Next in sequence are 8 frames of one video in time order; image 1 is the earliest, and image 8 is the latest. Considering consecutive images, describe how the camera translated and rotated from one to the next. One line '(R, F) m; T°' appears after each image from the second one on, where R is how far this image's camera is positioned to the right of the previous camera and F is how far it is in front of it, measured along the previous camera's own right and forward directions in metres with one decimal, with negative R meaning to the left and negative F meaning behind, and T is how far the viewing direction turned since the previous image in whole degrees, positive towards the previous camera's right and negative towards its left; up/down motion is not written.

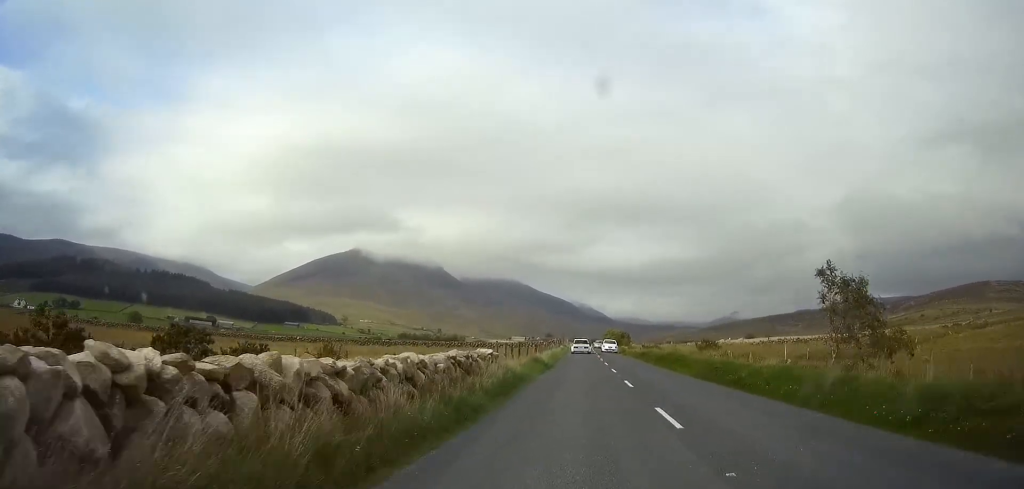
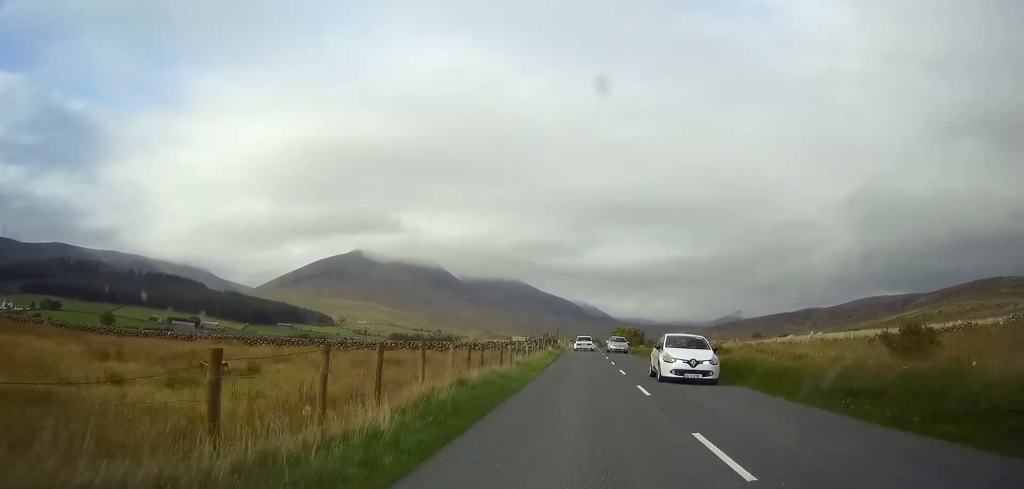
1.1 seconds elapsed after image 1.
(0.0, +30.3) m; 0°
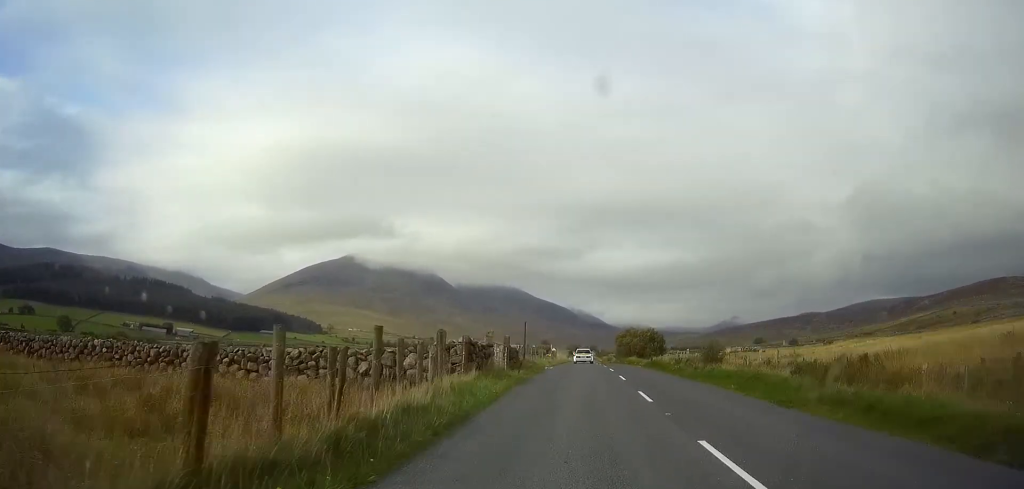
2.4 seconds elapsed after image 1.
(0.0, +34.9) m; 0°
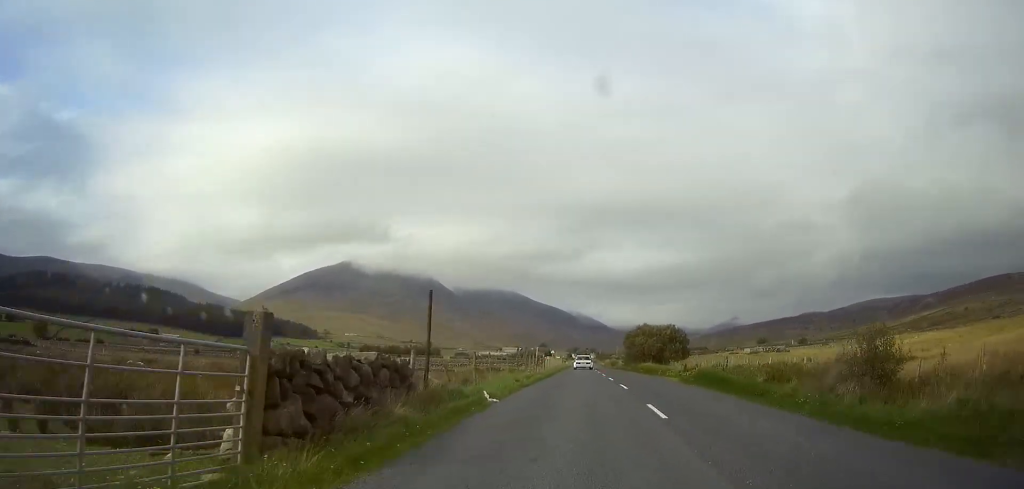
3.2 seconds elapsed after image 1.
(0.0, +20.3) m; 0°
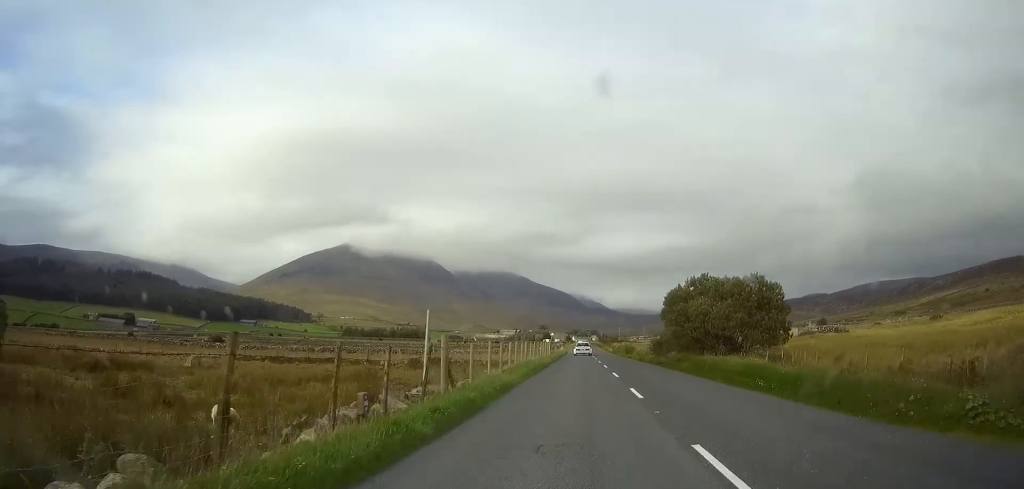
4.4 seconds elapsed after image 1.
(0.0, +33.9) m; 0°
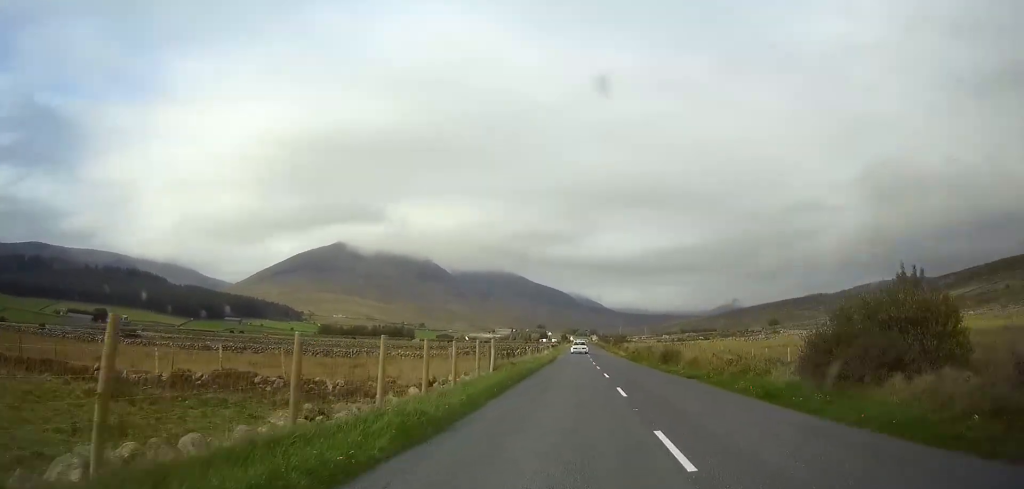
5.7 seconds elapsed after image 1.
(-0.1, +34.8) m; 0°
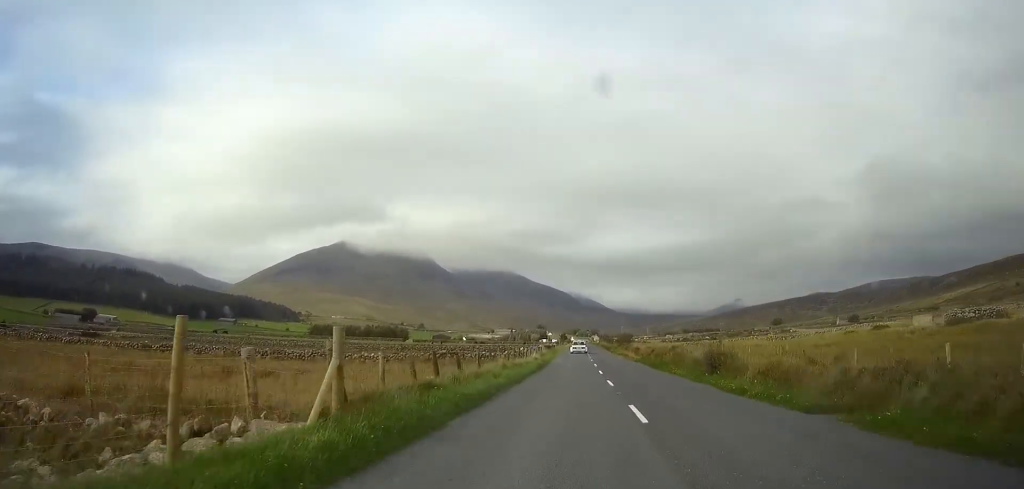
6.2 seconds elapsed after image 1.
(0.0, +14.1) m; 0°
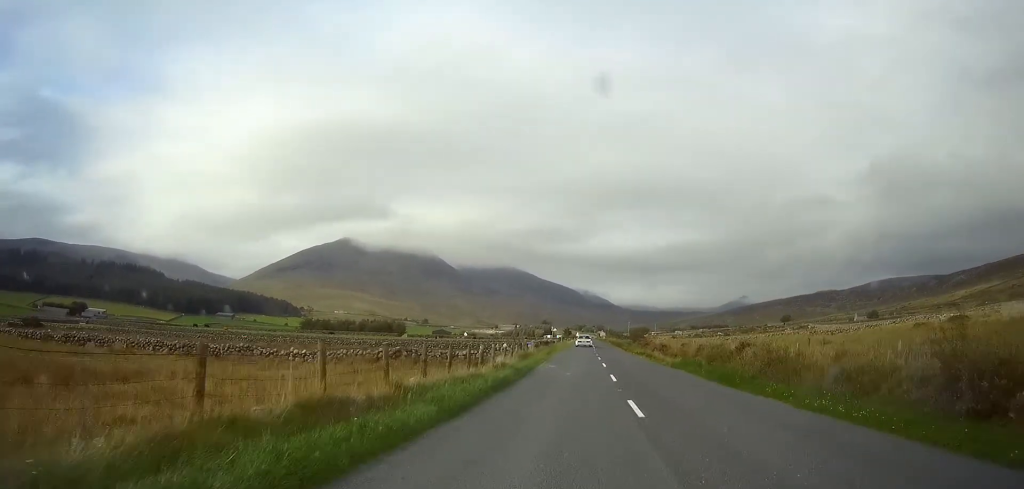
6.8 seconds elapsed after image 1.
(0.0, +18.0) m; 0°
